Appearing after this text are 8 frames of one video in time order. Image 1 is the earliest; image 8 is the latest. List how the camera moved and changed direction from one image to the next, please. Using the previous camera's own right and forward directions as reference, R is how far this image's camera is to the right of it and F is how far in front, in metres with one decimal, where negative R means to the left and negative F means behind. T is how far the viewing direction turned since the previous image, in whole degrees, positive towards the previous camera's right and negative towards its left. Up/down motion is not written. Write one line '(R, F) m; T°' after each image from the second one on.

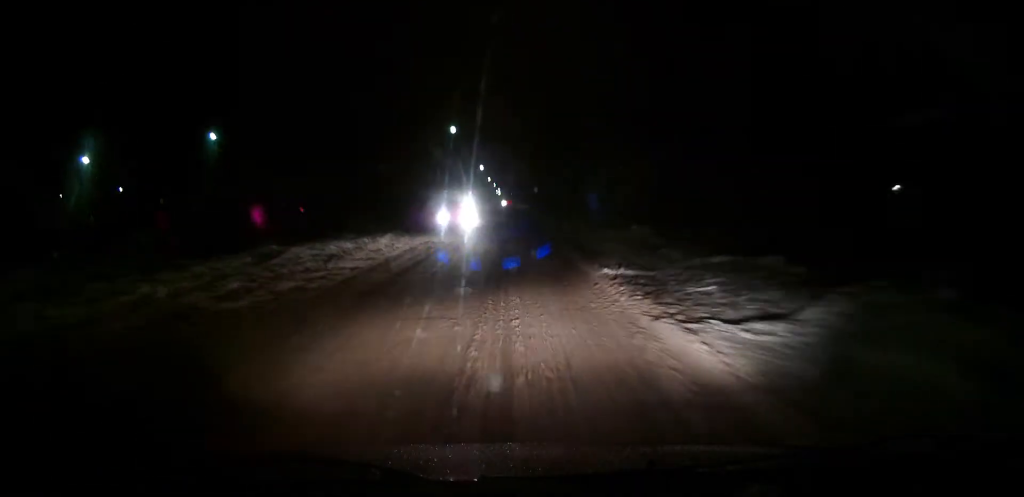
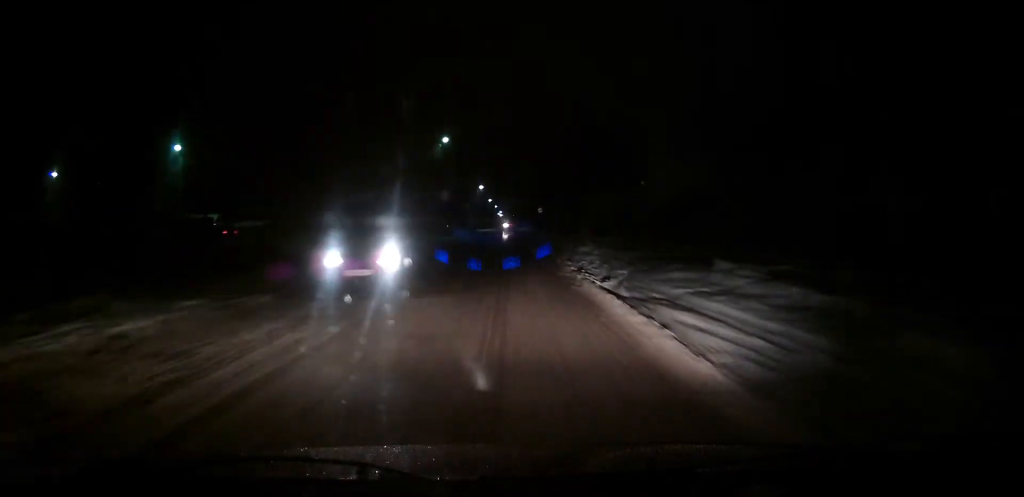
(+0.1, +10.3) m; 0°
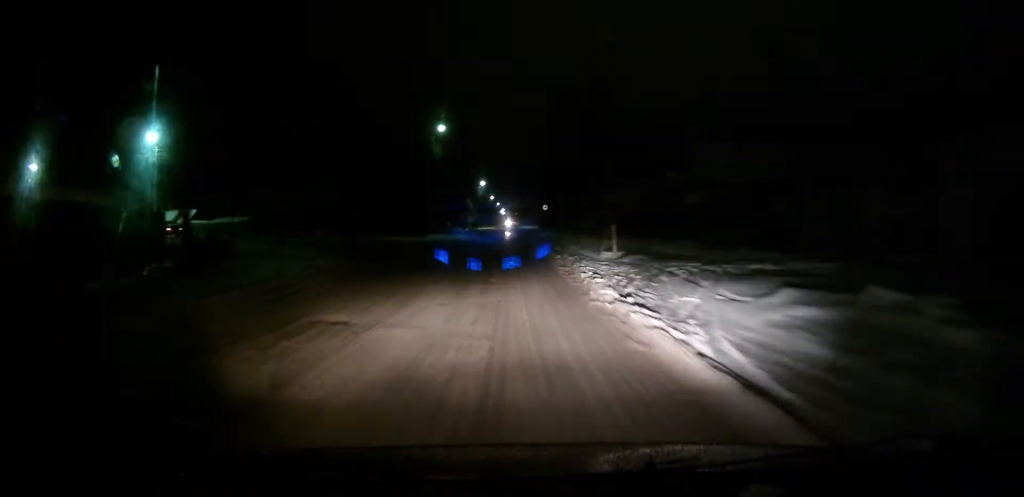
(-0.1, +6.9) m; -1°
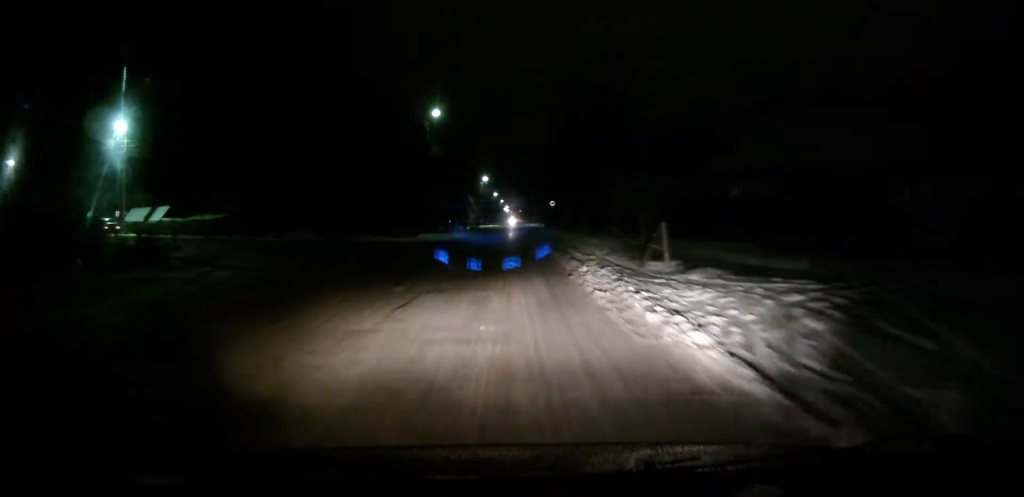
(0.0, +7.4) m; -1°
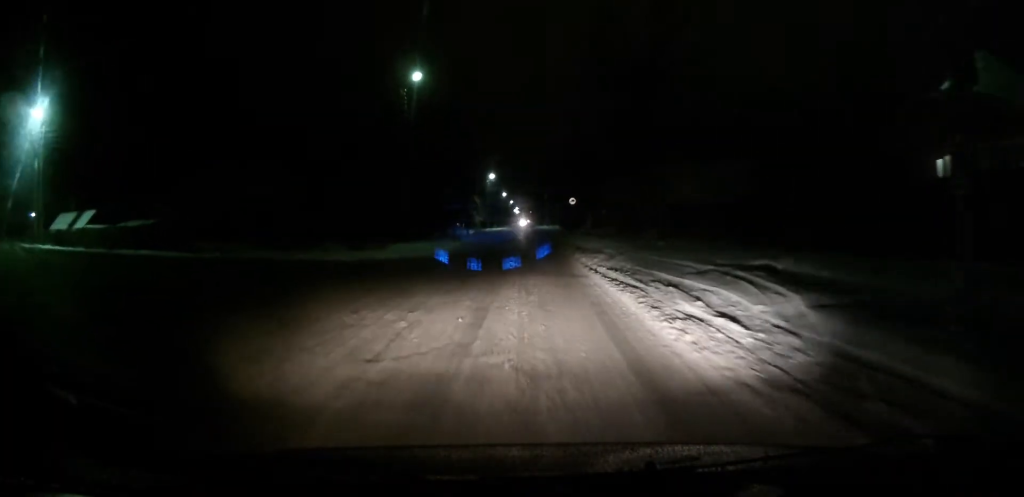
(-0.4, +17.8) m; 0°
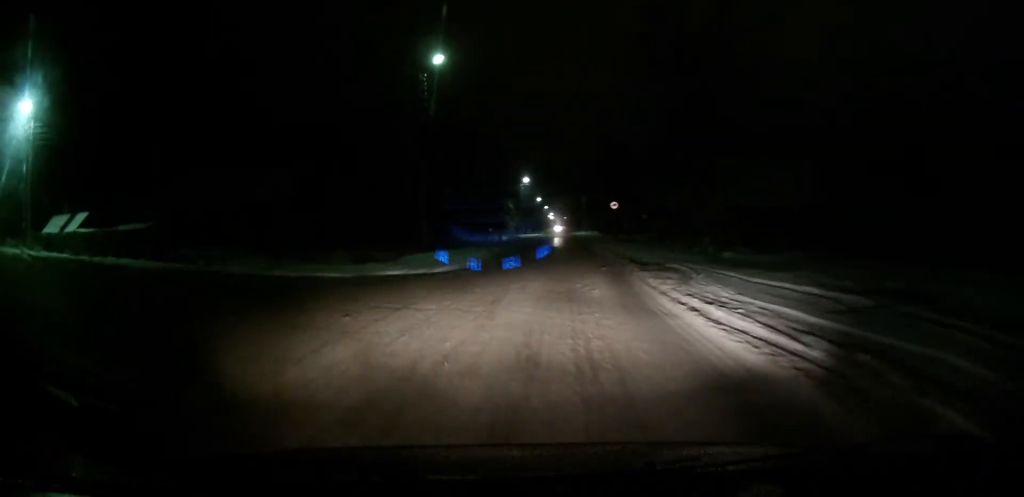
(+0.2, +7.3) m; -2°
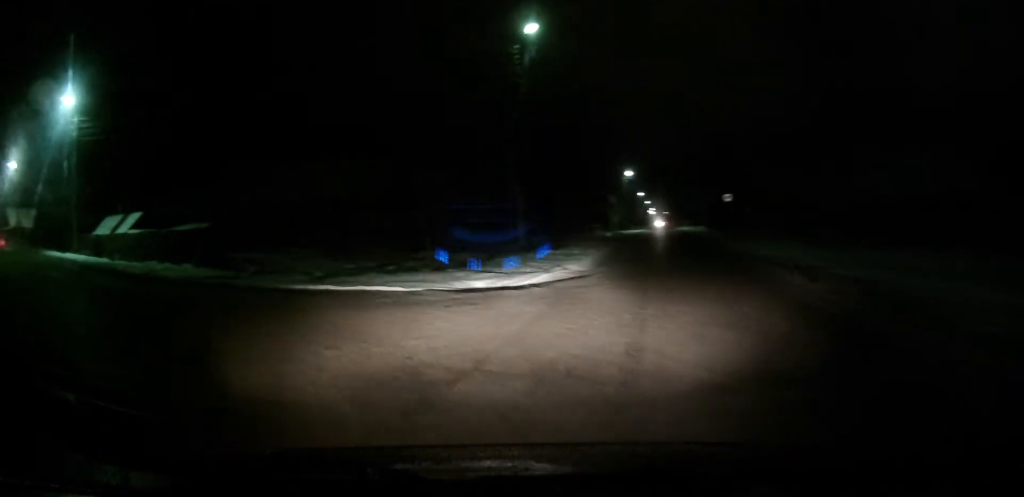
(-0.3, +5.4) m; -12°
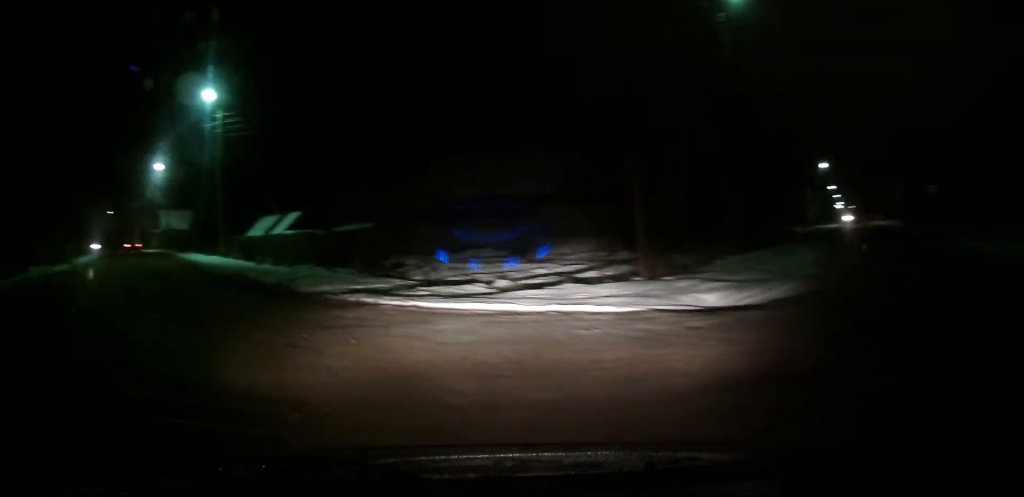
(-0.7, +4.0) m; -11°
